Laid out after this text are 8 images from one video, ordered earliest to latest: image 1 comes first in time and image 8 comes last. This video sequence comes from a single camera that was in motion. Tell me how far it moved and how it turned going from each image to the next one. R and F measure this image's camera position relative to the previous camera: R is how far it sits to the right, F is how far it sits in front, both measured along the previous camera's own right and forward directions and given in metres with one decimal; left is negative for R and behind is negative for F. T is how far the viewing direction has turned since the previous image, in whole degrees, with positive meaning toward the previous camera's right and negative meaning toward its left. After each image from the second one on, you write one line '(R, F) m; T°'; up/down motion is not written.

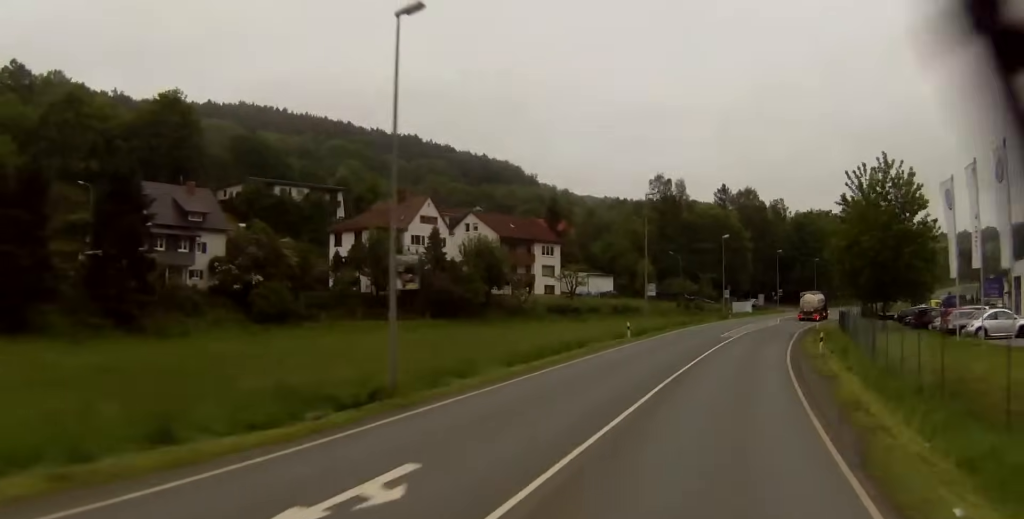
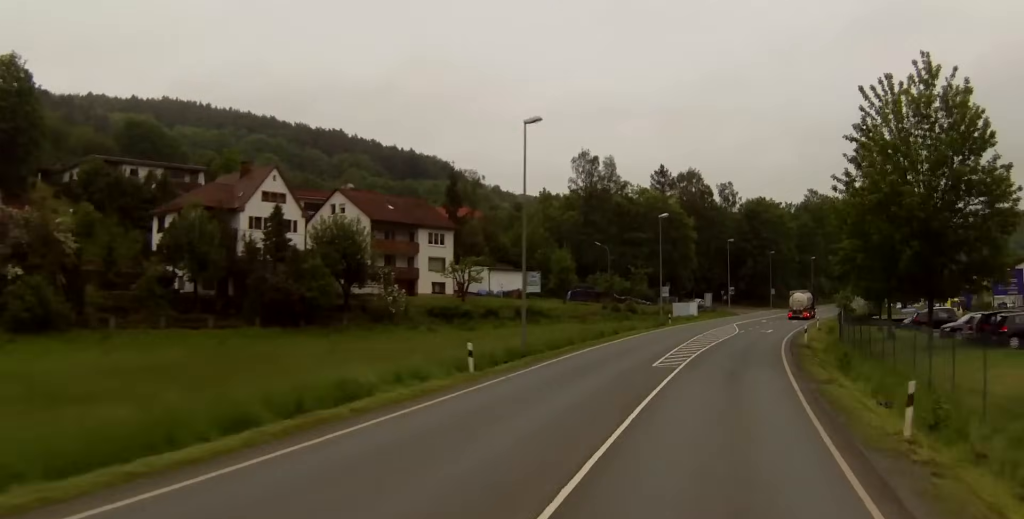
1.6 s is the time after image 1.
(+1.2, +25.9) m; +5°
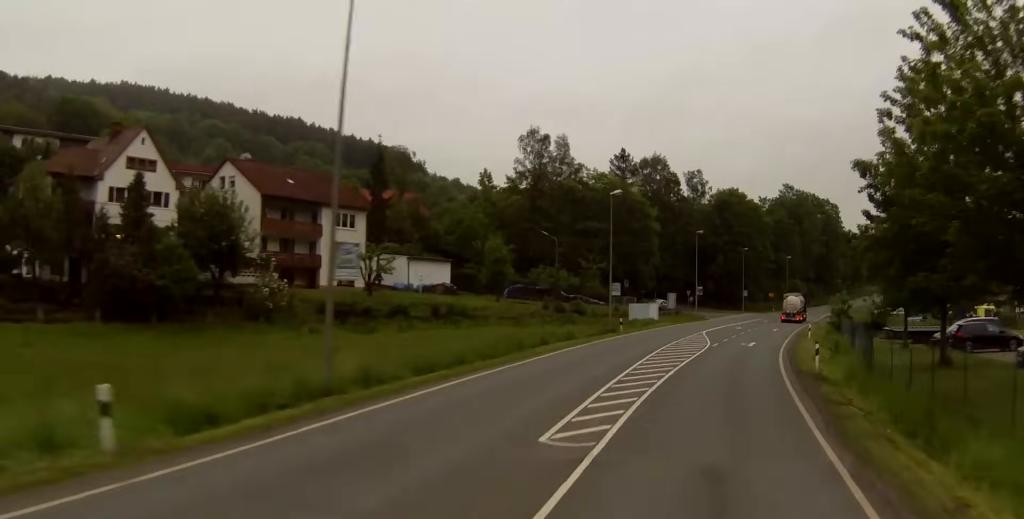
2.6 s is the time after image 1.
(0.0, +16.9) m; +2°
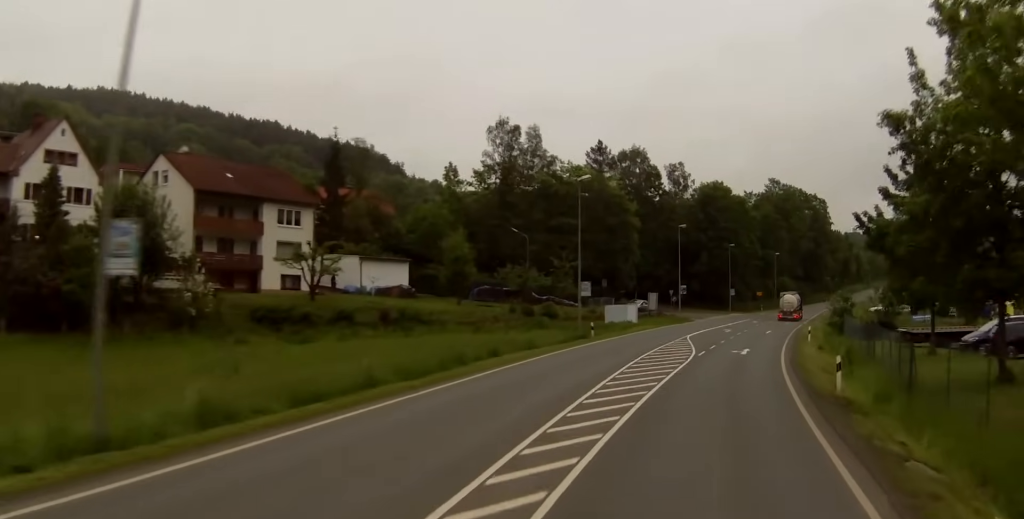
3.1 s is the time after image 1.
(+0.4, +8.2) m; +1°
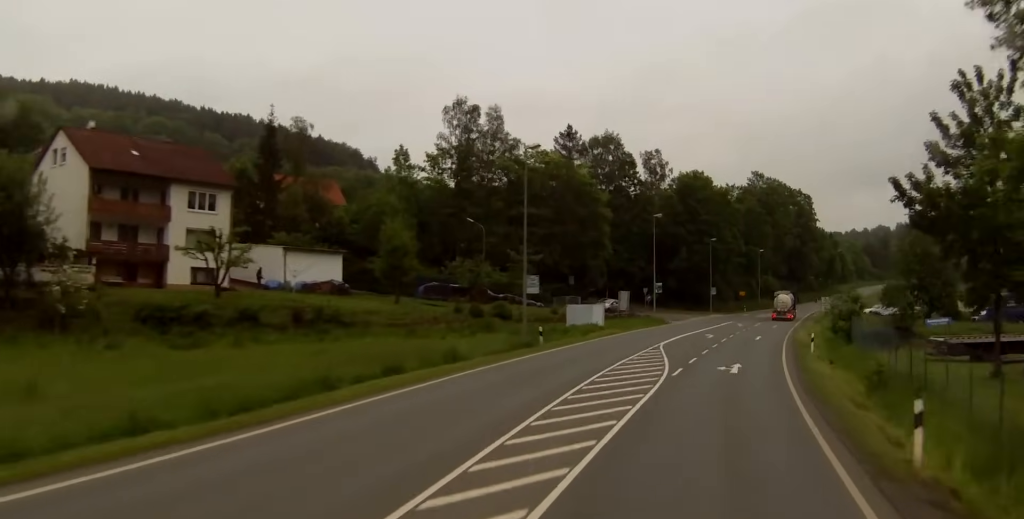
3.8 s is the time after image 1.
(+0.2, +10.9) m; +1°
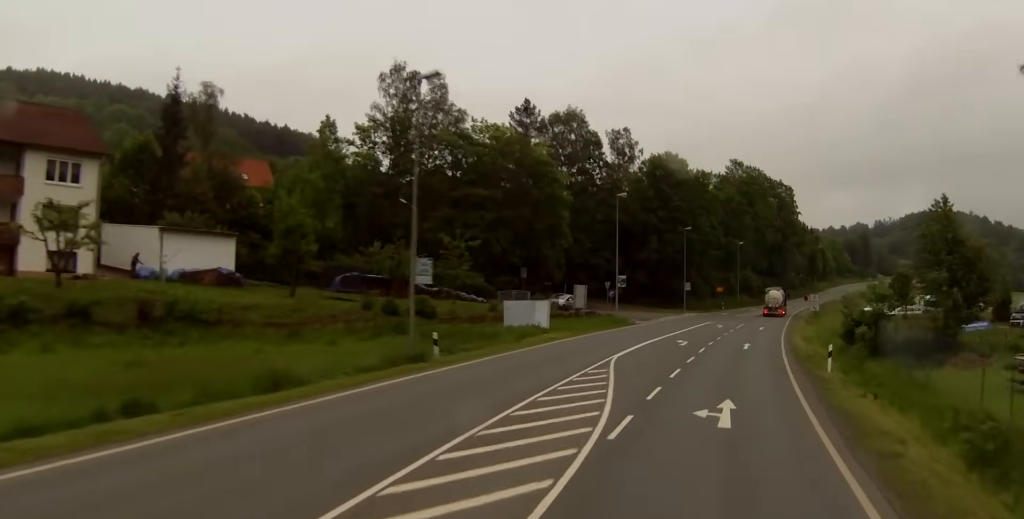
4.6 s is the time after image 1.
(0.0, +13.7) m; +1°
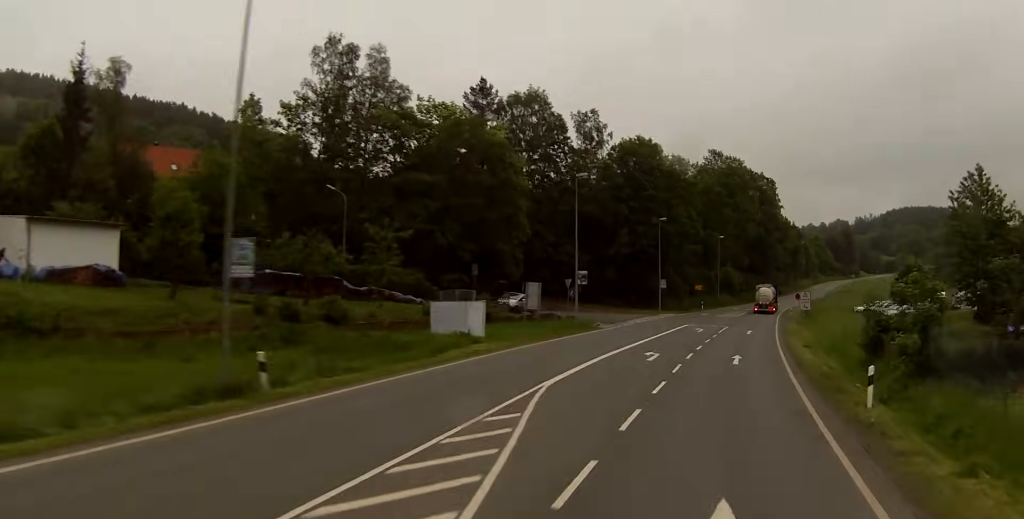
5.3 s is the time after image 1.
(-0.1, +11.0) m; +2°
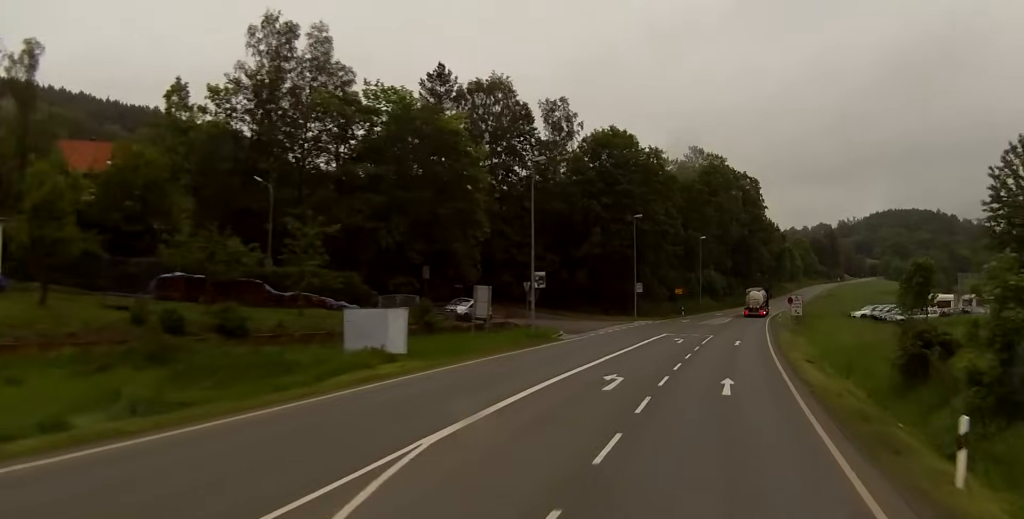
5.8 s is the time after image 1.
(+0.2, +8.8) m; +2°
